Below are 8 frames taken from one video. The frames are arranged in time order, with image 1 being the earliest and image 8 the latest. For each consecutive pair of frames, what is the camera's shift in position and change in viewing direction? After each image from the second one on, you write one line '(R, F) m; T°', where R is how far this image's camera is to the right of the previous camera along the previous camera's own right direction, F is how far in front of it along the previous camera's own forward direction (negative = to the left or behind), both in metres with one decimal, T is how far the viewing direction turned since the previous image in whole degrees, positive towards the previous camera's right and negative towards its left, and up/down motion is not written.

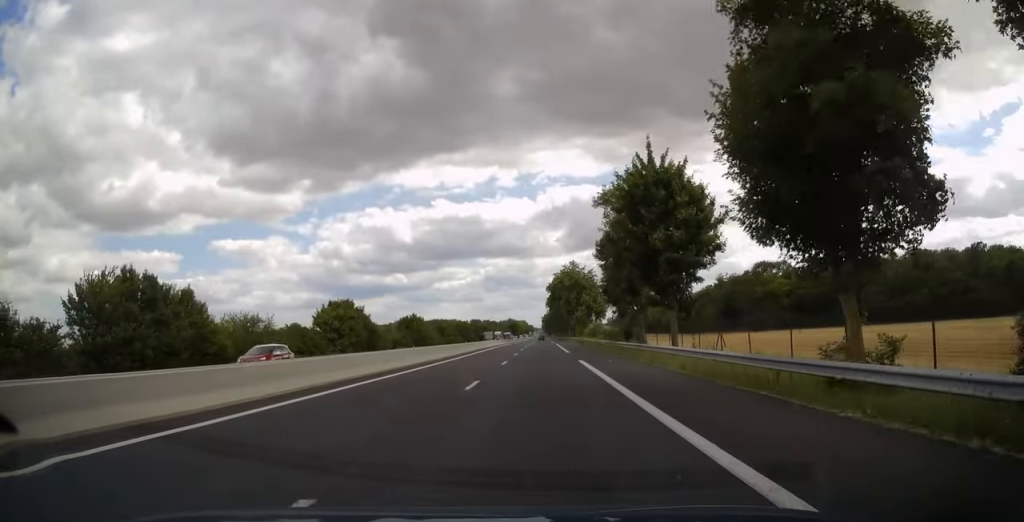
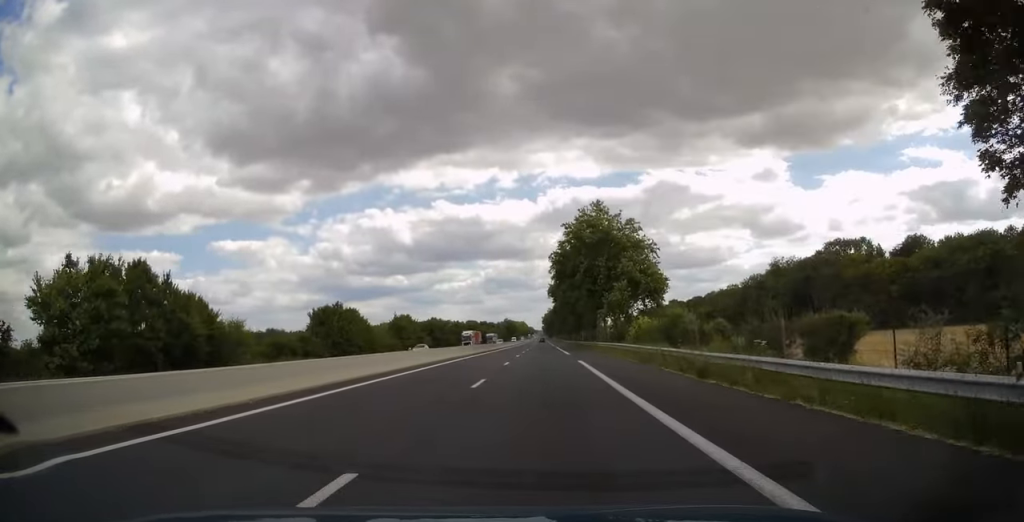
(-0.1, +51.2) m; 0°
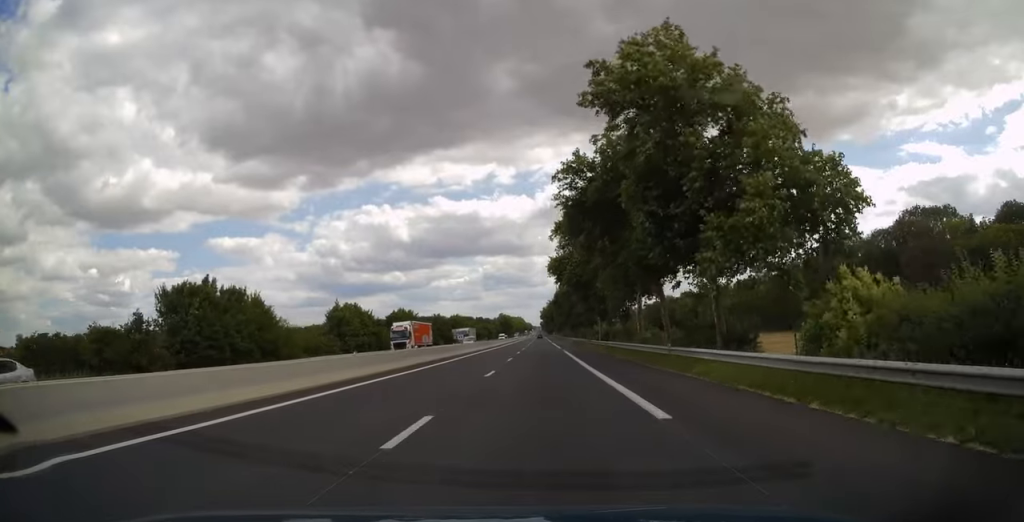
(-0.1, +35.1) m; 0°
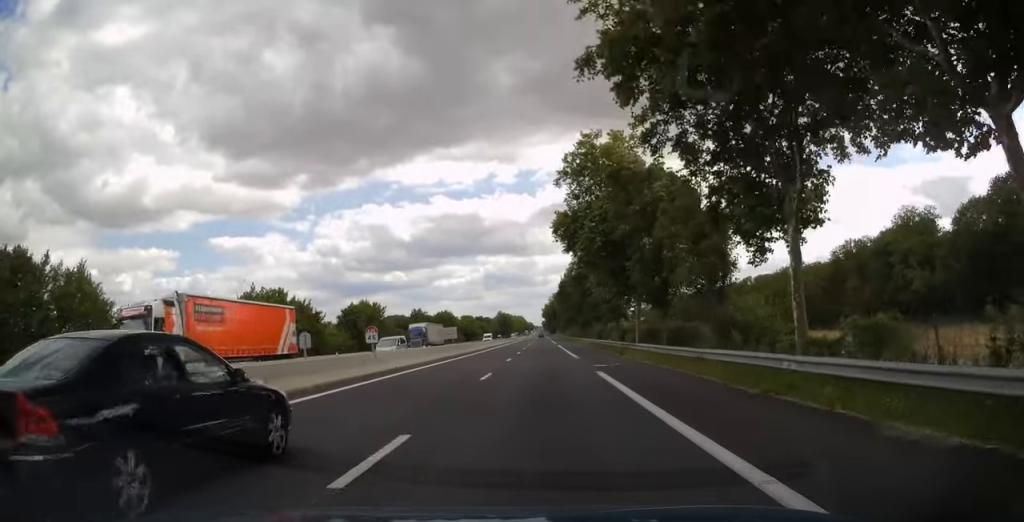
(0.0, +28.1) m; 0°
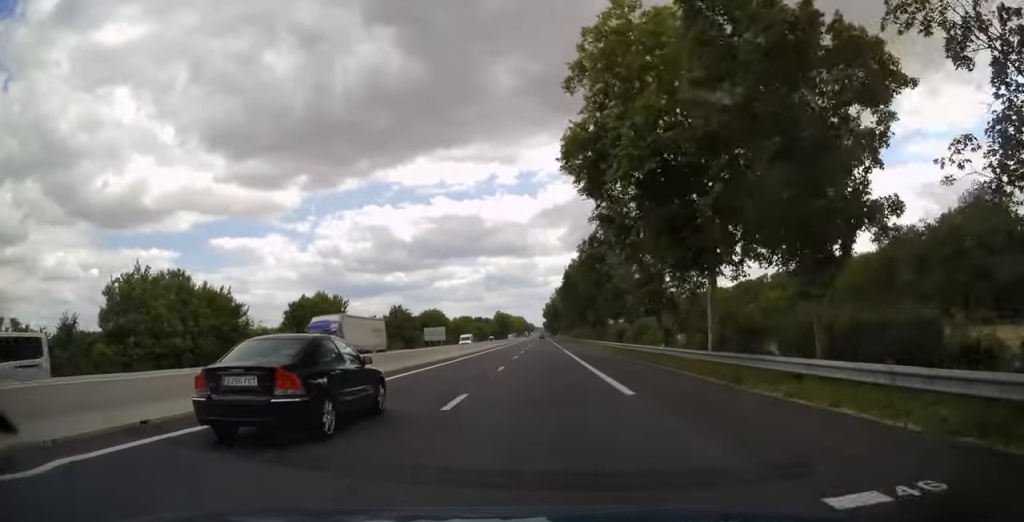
(0.0, +20.2) m; 0°
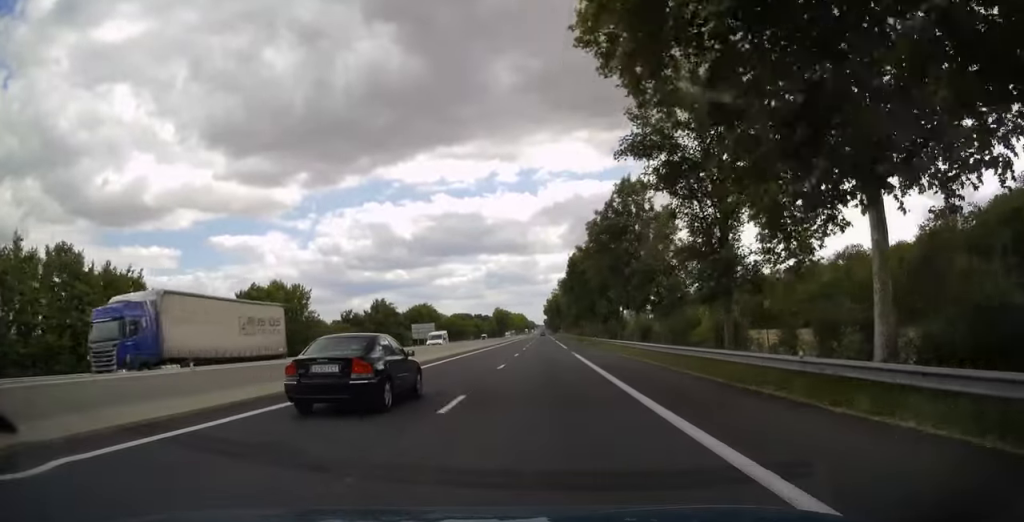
(0.0, +13.8) m; 0°
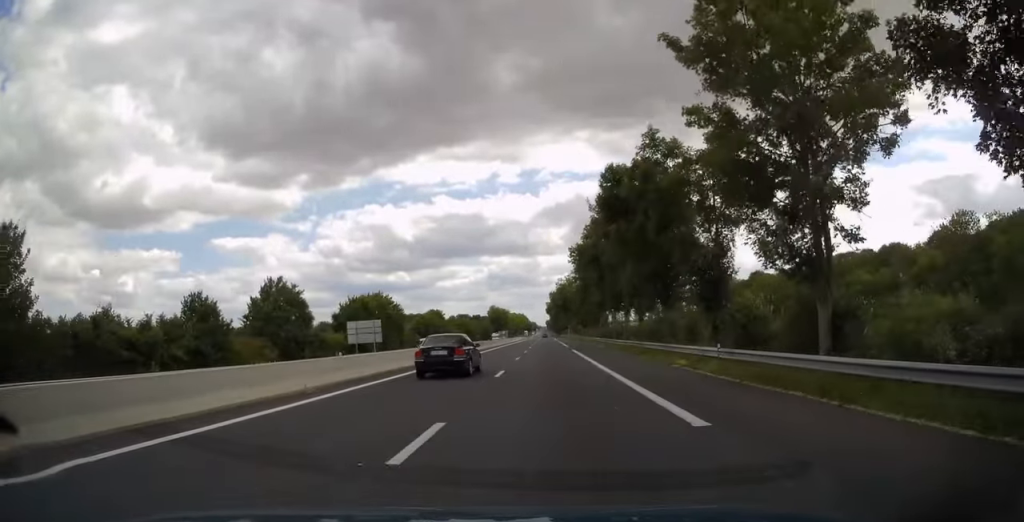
(-0.1, +43.4) m; 0°
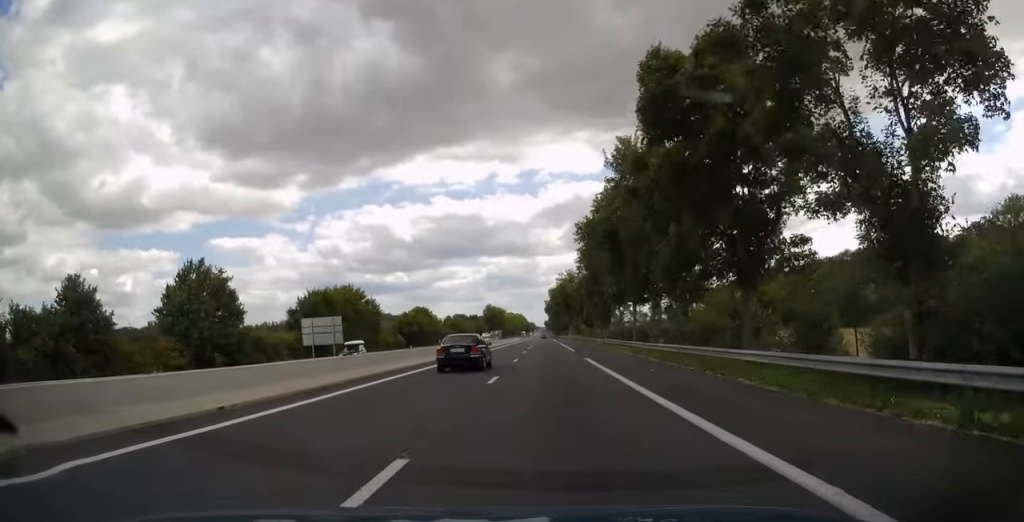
(0.0, +15.8) m; 0°
